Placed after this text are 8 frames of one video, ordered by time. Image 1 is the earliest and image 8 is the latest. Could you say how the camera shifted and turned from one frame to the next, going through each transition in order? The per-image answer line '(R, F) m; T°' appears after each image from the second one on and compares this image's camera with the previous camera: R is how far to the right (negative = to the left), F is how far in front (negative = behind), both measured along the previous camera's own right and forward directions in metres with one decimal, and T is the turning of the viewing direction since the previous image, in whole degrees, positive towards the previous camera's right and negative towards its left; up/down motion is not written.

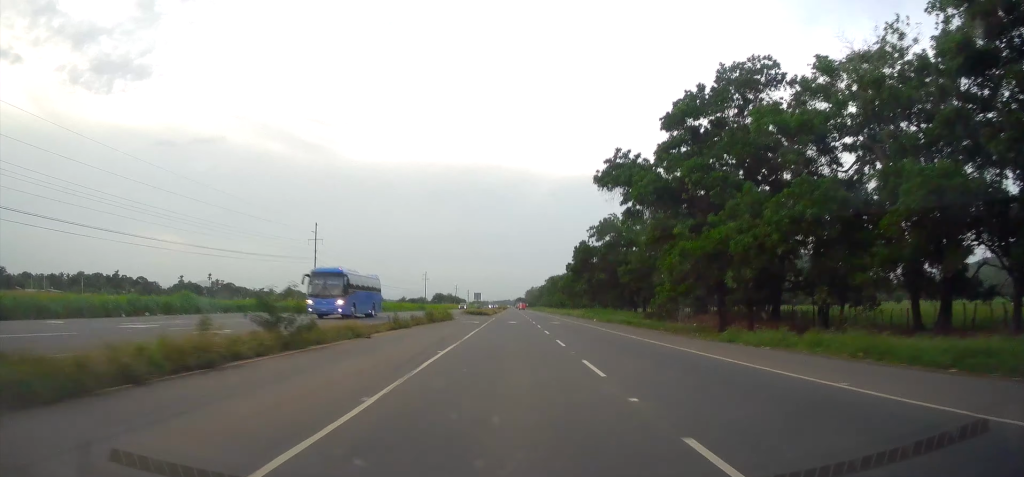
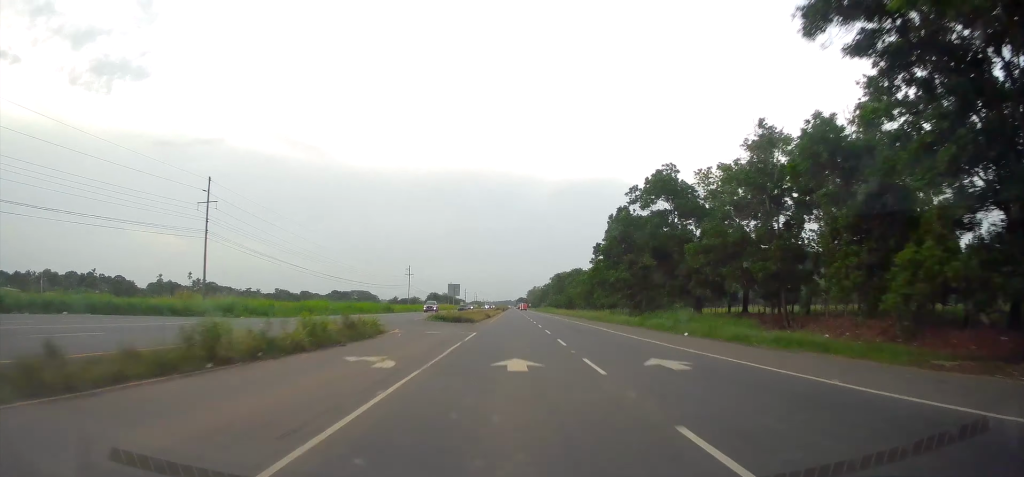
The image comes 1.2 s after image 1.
(-0.4, +32.2) m; 0°
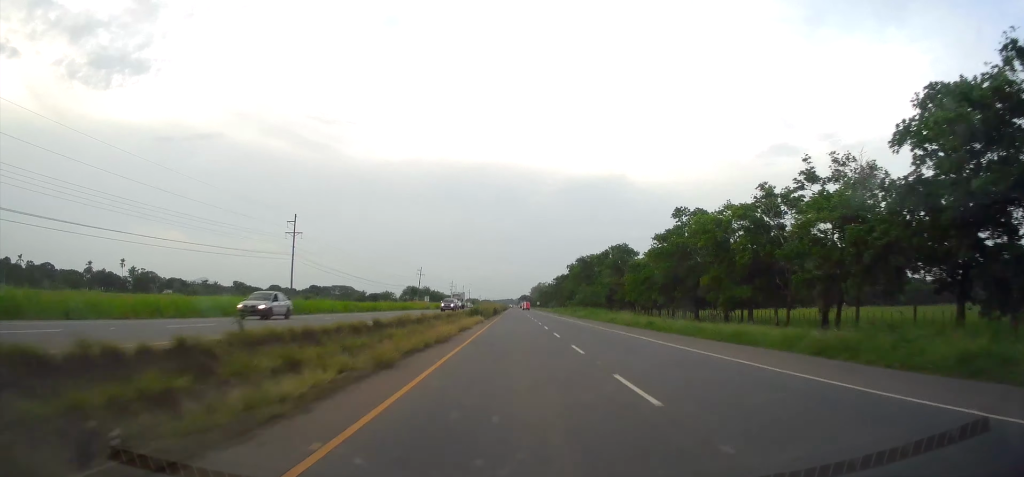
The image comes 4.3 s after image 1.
(-0.3, +85.6) m; 0°
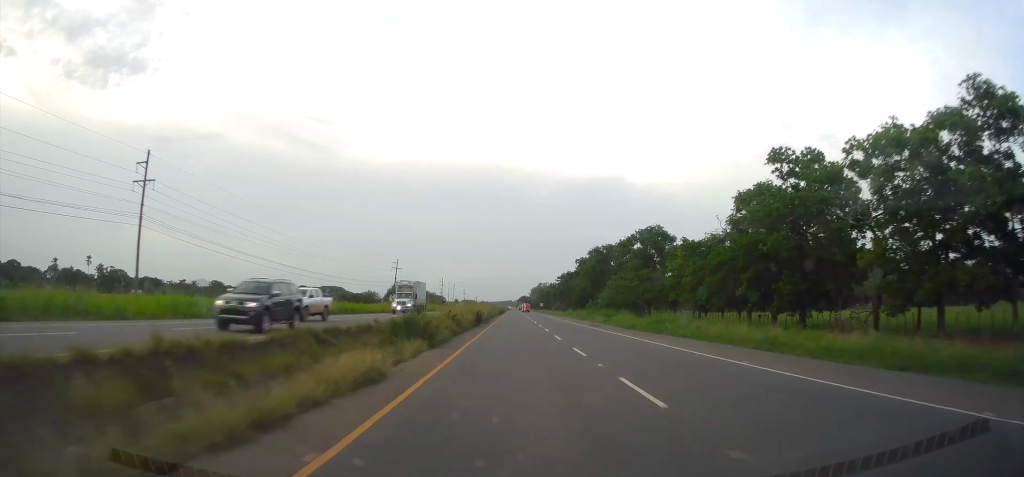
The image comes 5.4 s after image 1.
(0.0, +32.7) m; 0°
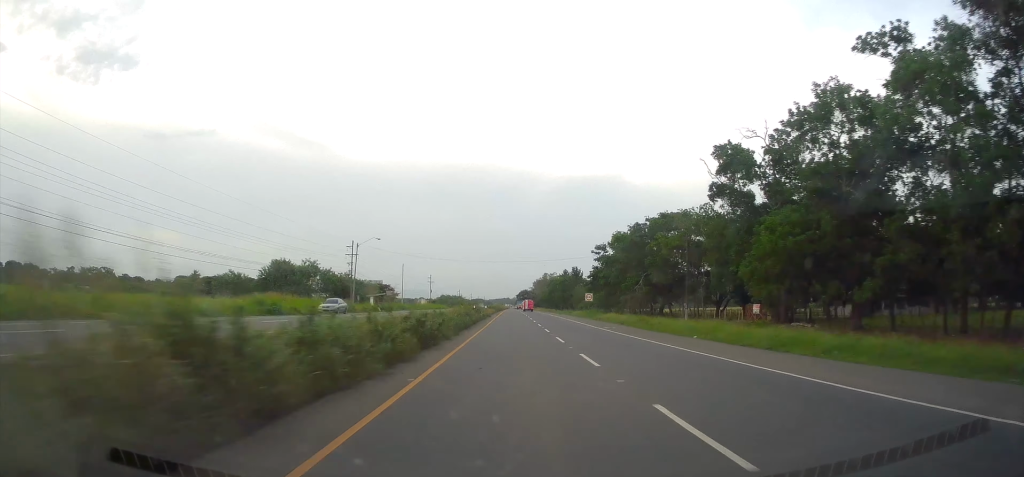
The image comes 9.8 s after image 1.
(+1.1, +125.0) m; +1°
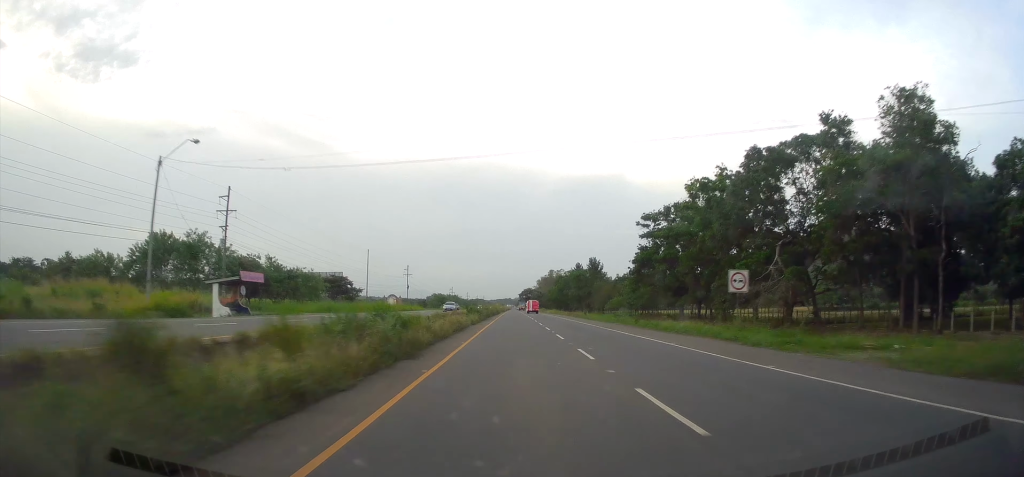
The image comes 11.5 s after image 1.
(+0.1, +47.6) m; 0°
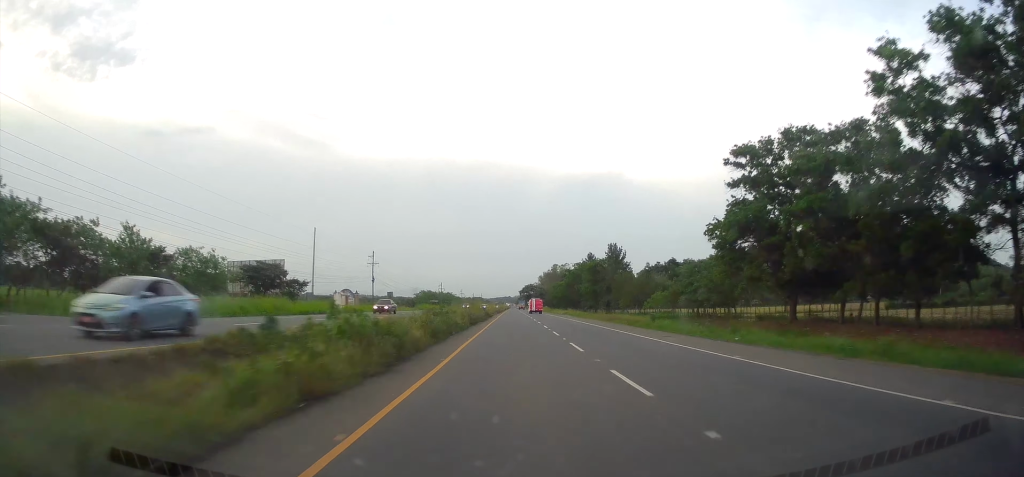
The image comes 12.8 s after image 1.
(-0.1, +38.3) m; -1°
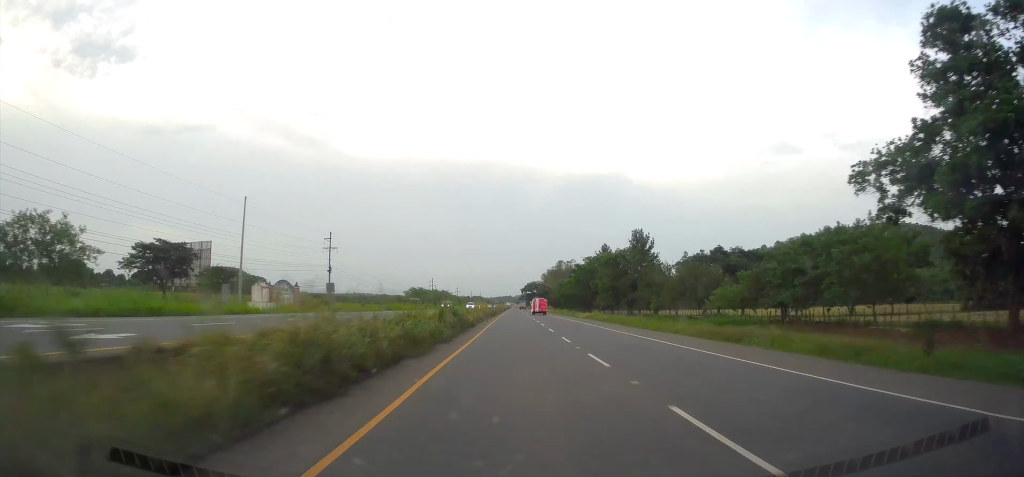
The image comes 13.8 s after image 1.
(+0.1, +28.7) m; 0°
